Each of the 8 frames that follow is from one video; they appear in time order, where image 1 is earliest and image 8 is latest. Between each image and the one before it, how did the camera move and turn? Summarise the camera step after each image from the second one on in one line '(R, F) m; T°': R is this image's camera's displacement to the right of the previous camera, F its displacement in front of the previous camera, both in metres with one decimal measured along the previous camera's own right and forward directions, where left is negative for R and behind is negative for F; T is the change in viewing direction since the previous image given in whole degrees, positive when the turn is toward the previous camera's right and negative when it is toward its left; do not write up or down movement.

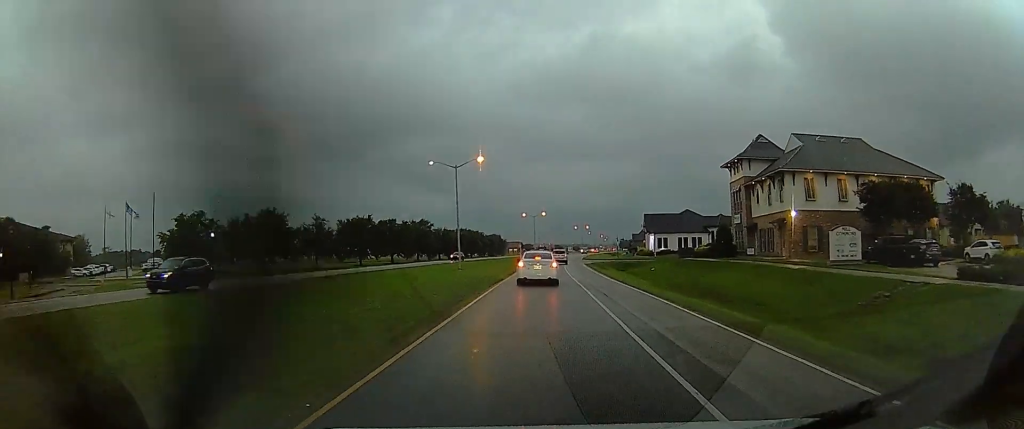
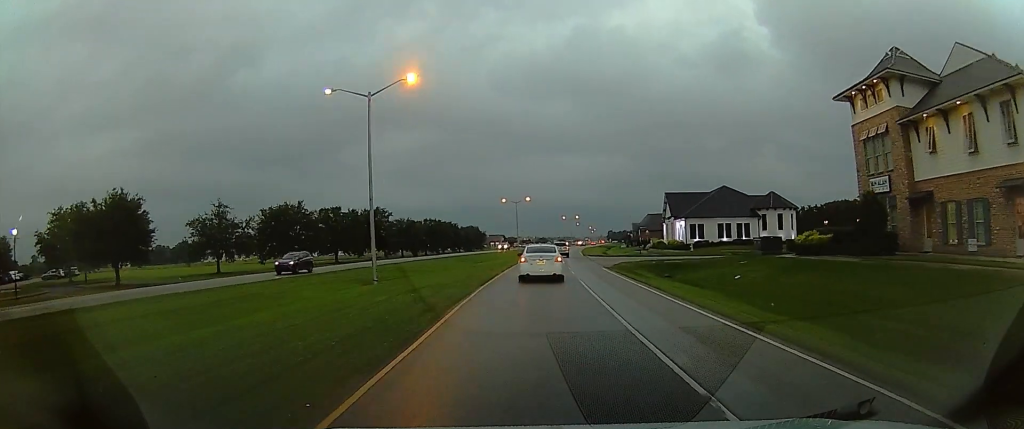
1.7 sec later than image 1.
(+1.8, +29.5) m; +3°
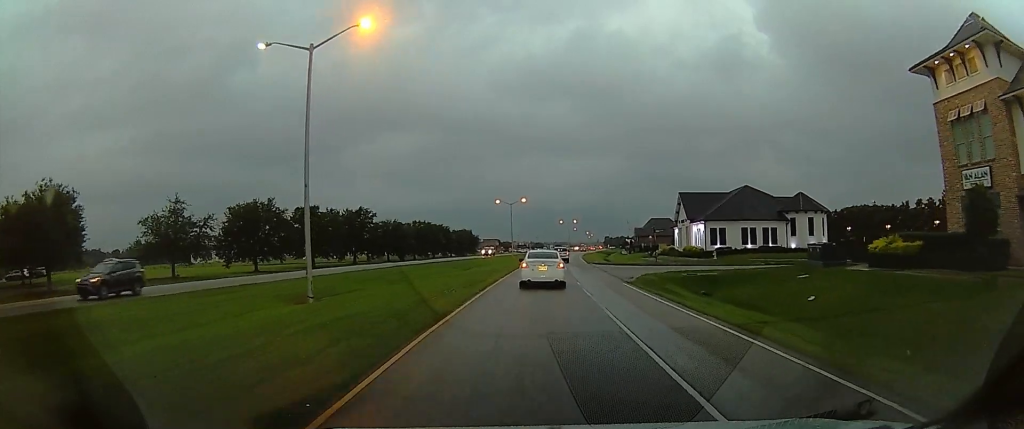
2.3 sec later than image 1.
(-0.6, +9.9) m; 0°
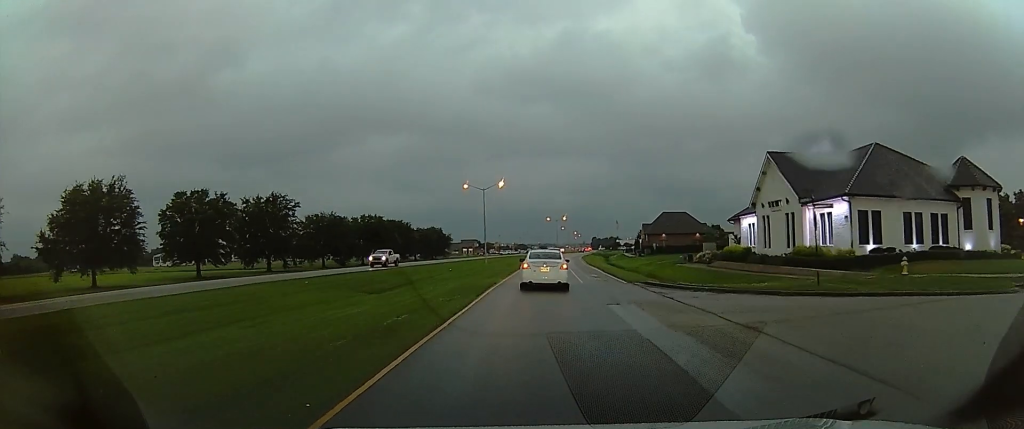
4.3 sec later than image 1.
(-0.2, +31.8) m; 0°
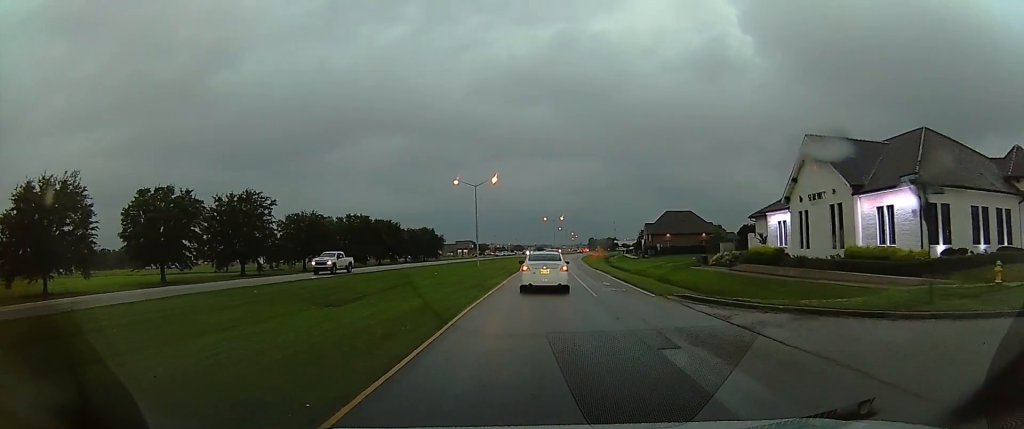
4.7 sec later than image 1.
(-0.6, +6.8) m; 0°
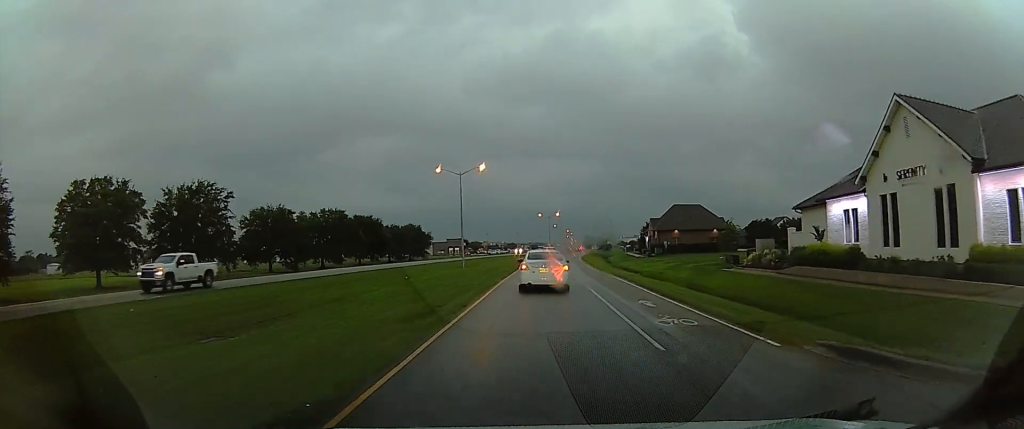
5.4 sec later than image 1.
(+0.8, +10.4) m; +3°
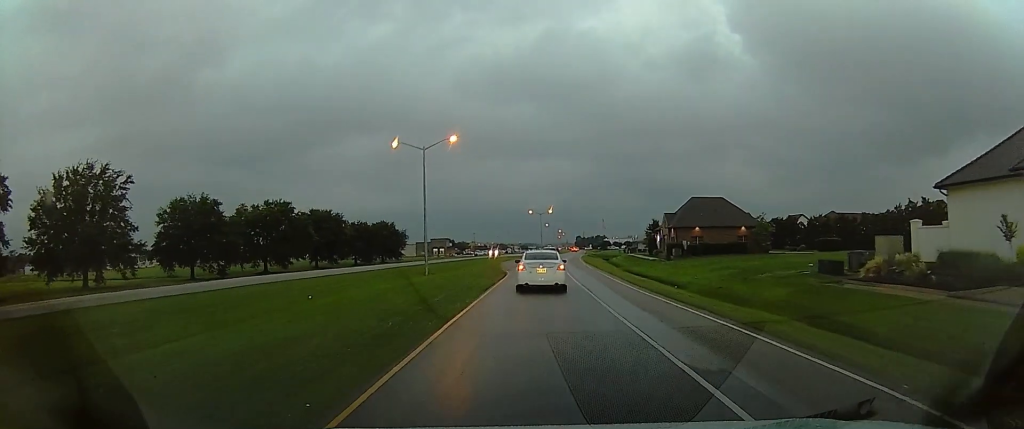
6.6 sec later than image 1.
(+0.6, +18.6) m; +2°
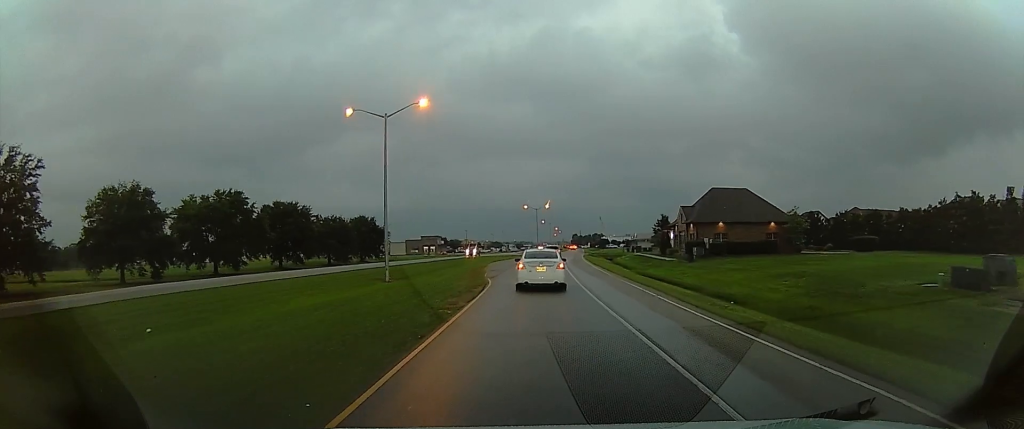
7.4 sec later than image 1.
(0.0, +12.6) m; 0°
